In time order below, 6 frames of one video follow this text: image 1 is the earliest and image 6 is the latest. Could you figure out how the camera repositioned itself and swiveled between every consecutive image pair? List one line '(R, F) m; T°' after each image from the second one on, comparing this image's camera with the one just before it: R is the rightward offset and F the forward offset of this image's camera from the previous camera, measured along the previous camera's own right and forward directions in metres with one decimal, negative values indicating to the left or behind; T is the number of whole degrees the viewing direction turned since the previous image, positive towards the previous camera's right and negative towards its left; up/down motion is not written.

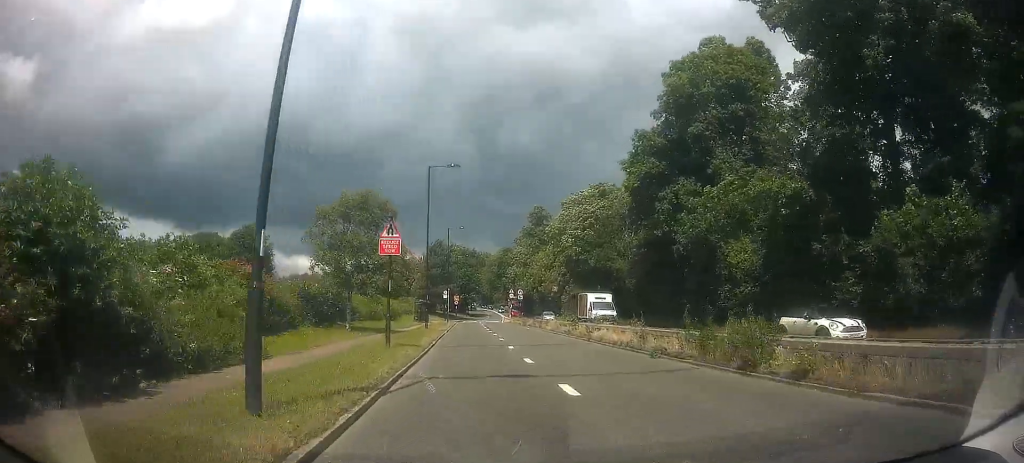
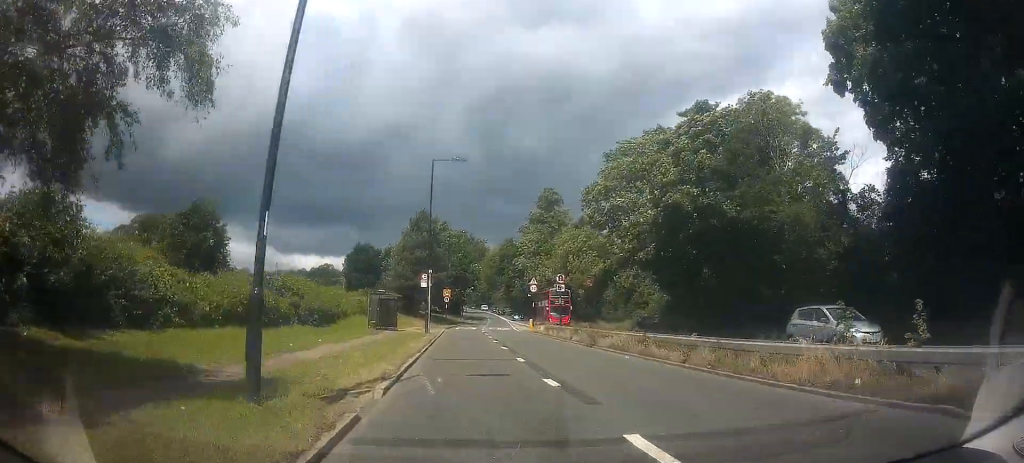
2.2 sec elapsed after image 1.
(-0.2, +28.0) m; -2°
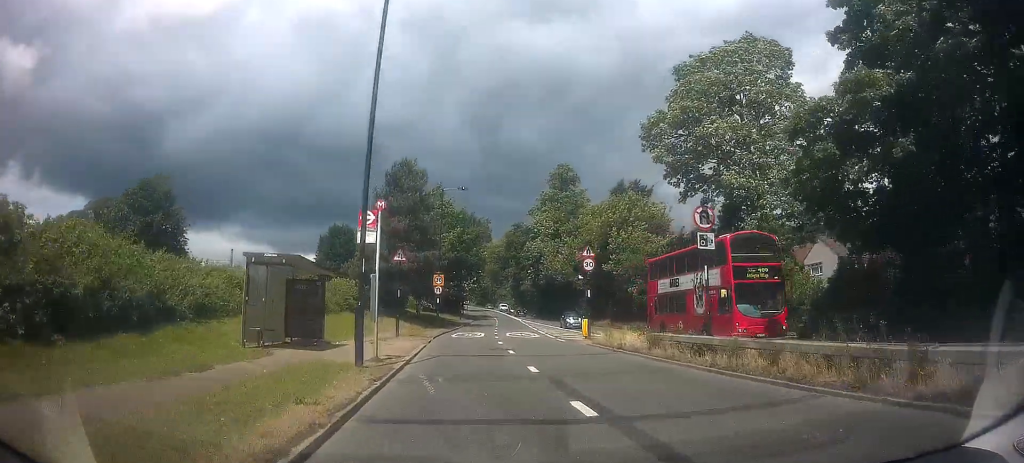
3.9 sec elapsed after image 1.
(+0.3, +20.6) m; +2°
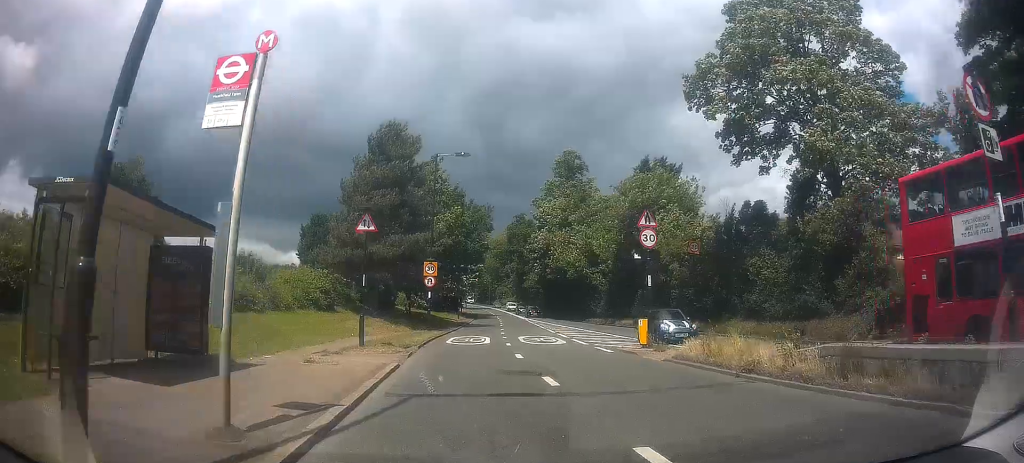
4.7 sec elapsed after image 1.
(0.0, +8.7) m; 0°
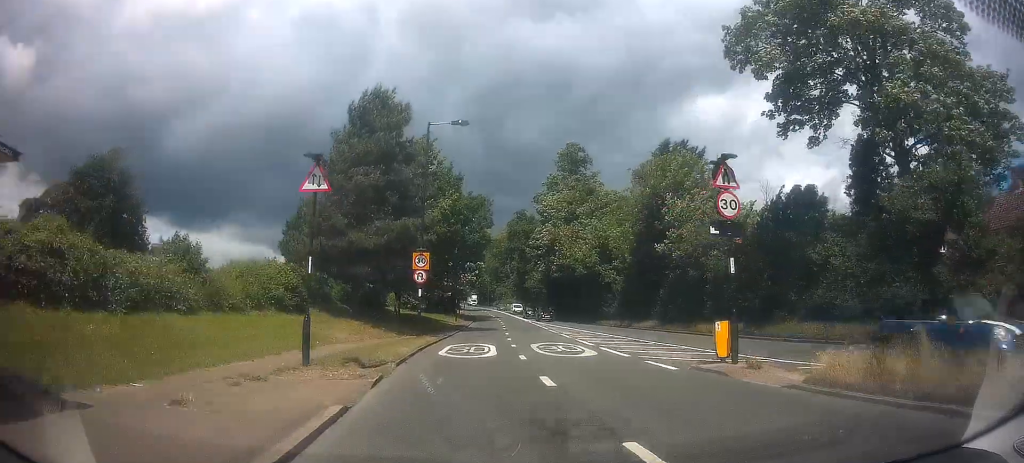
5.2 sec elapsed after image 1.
(-0.1, +5.7) m; -1°
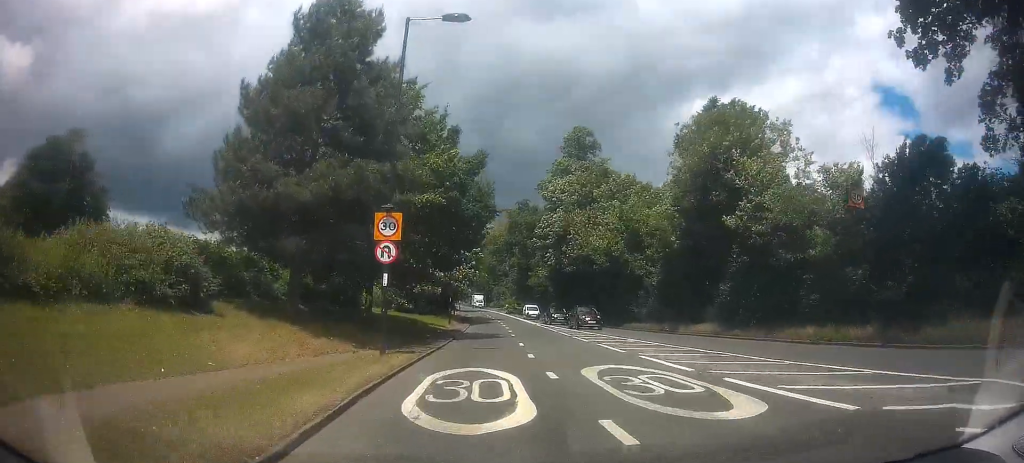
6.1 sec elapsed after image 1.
(-0.1, +10.4) m; 0°
